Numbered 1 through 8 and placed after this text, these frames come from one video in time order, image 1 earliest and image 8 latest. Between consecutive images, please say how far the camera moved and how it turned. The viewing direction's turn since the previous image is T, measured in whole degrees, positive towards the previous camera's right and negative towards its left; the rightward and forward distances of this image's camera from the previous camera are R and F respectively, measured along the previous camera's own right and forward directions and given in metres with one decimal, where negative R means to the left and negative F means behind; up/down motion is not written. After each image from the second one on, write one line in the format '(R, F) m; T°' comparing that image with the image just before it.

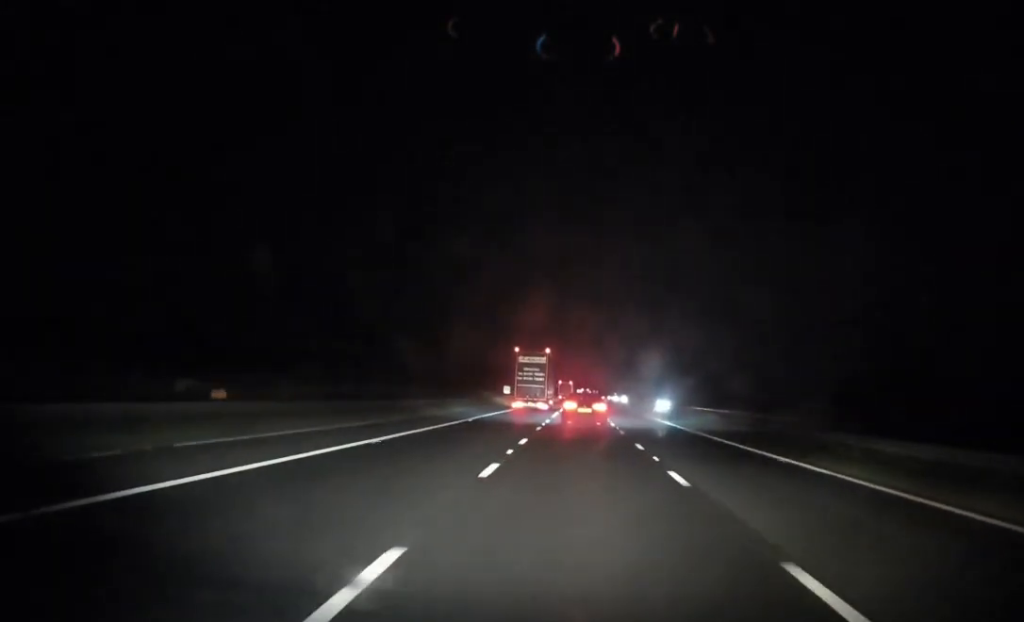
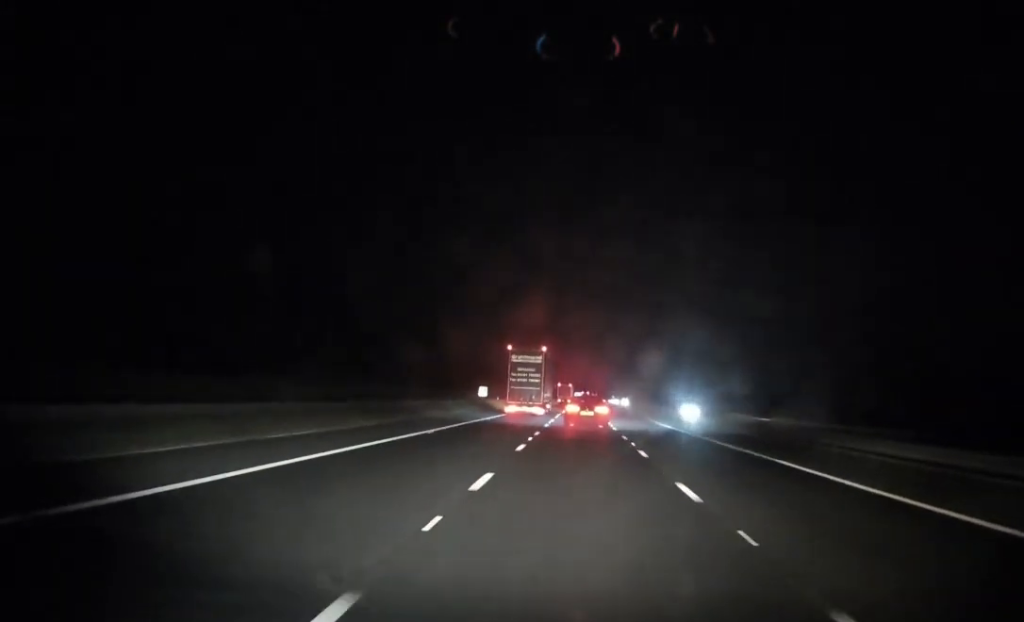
(-0.1, +28.6) m; 0°
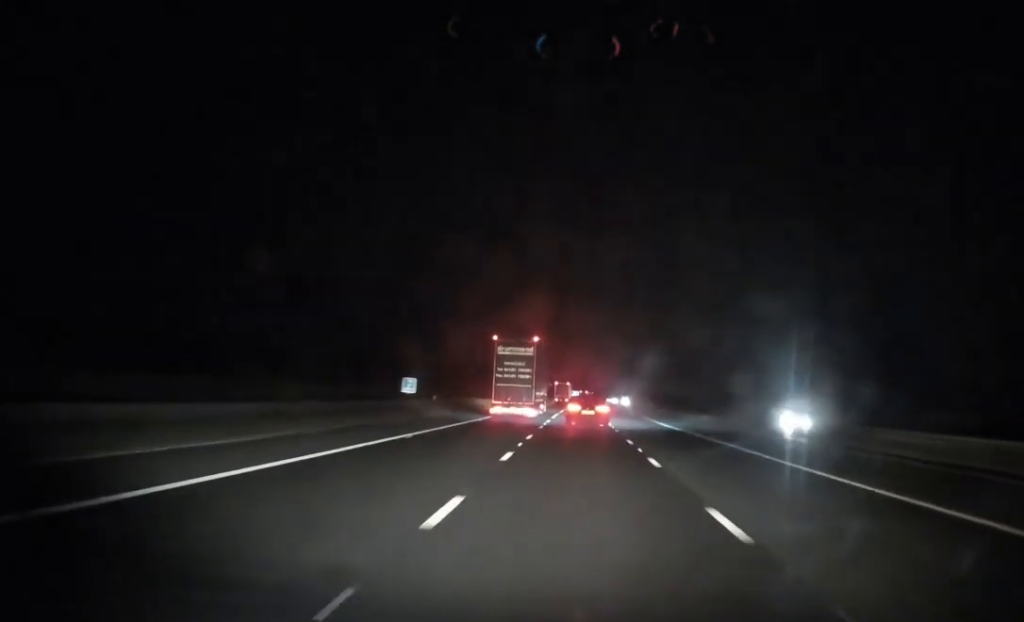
(+0.2, +39.2) m; 0°
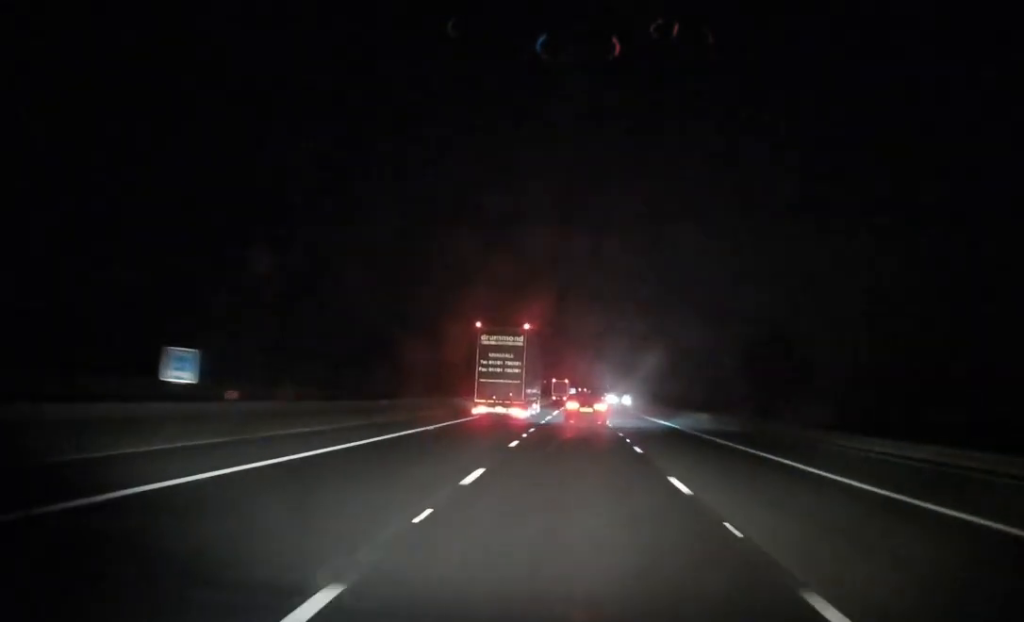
(-0.2, +31.7) m; 0°
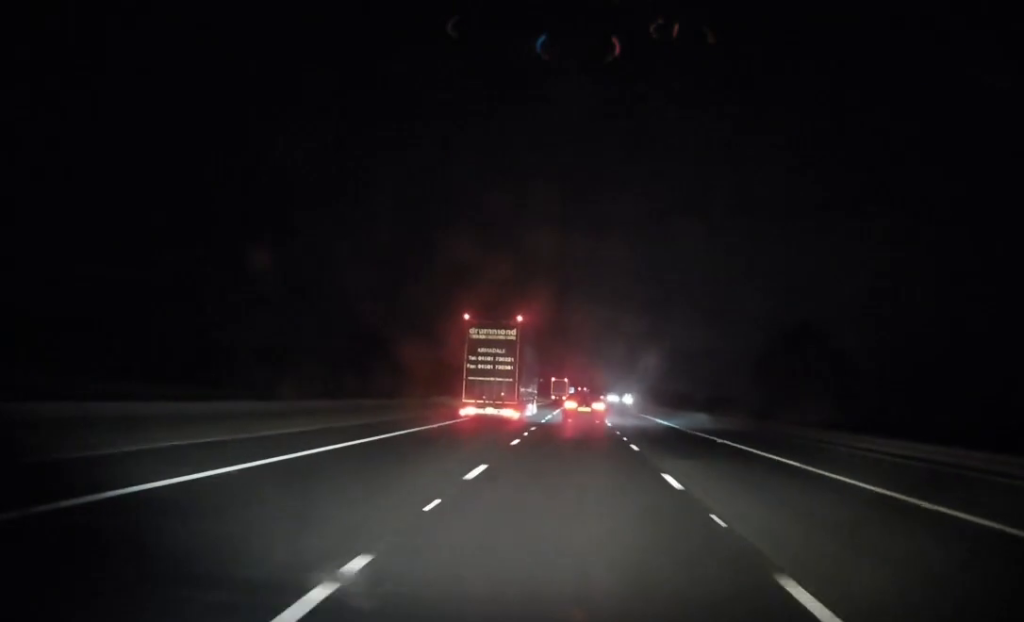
(+0.1, +16.9) m; 0°
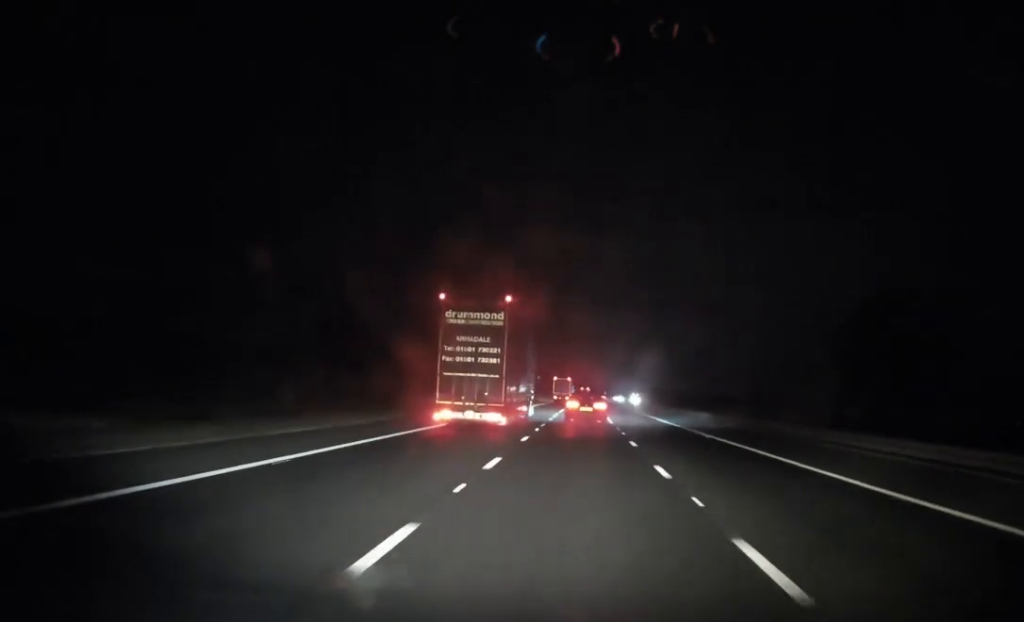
(+0.2, +33.8) m; 0°
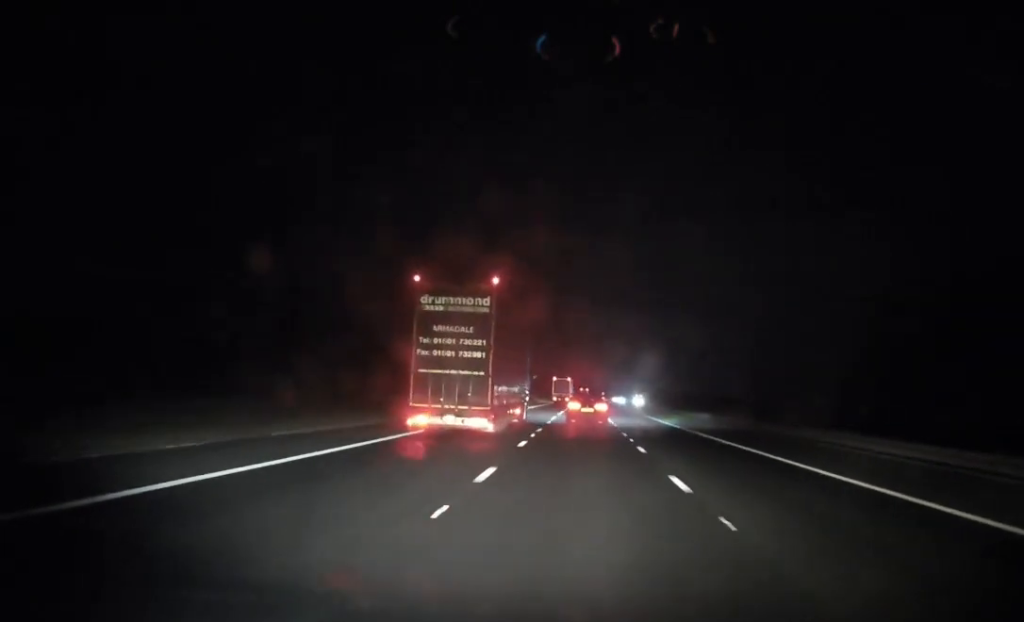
(0.0, +22.1) m; 0°
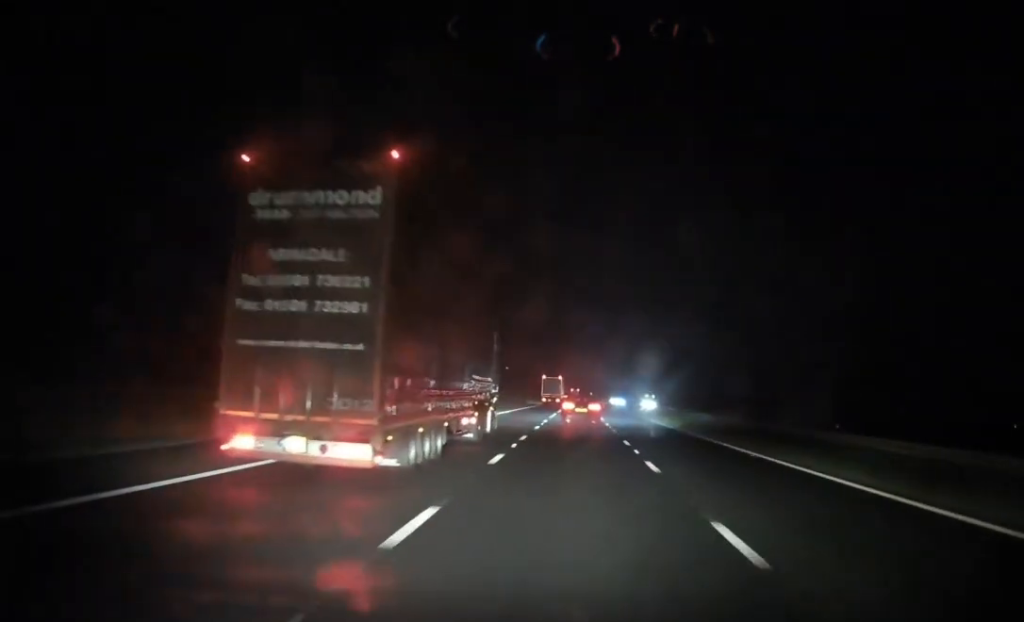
(+0.2, +58.7) m; +1°
